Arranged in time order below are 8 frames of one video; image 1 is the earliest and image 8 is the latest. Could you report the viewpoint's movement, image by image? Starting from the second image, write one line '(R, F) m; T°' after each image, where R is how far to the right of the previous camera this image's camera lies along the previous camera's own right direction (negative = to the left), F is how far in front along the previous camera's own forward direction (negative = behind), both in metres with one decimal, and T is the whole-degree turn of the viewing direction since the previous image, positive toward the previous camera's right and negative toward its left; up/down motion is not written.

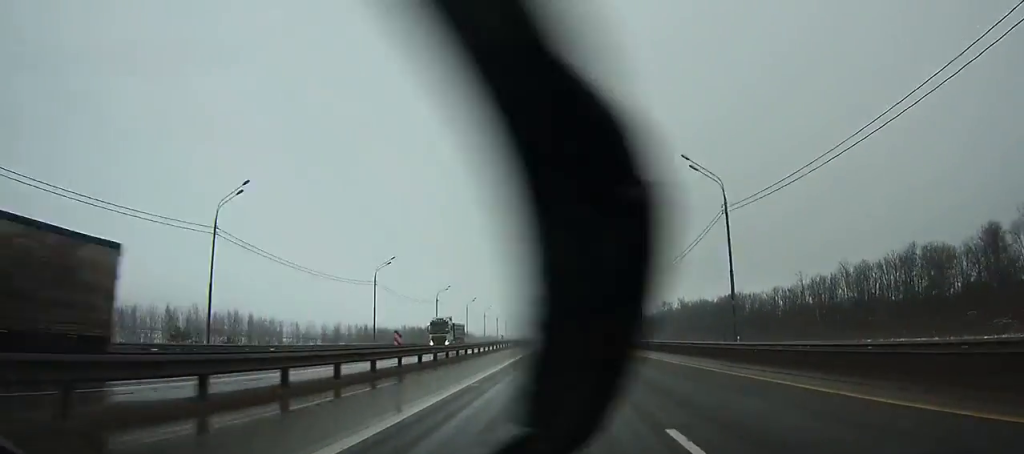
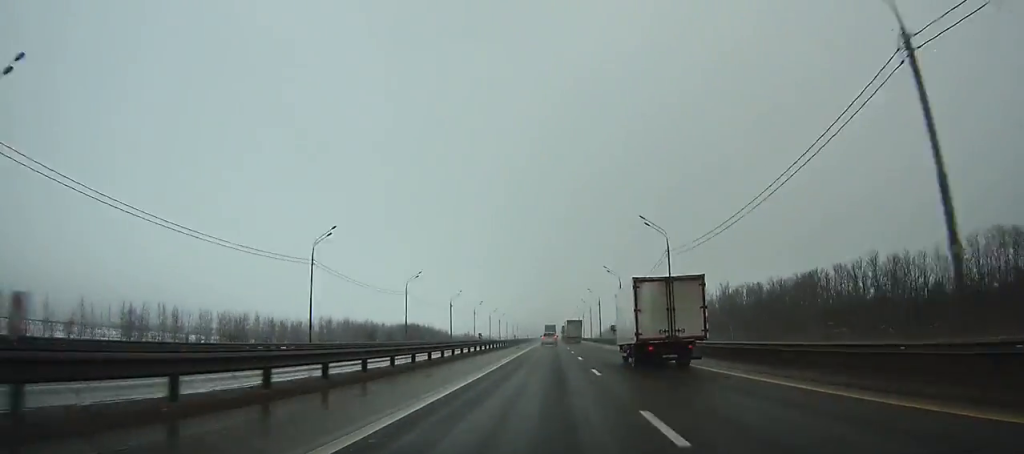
(+0.3, +93.5) m; 0°
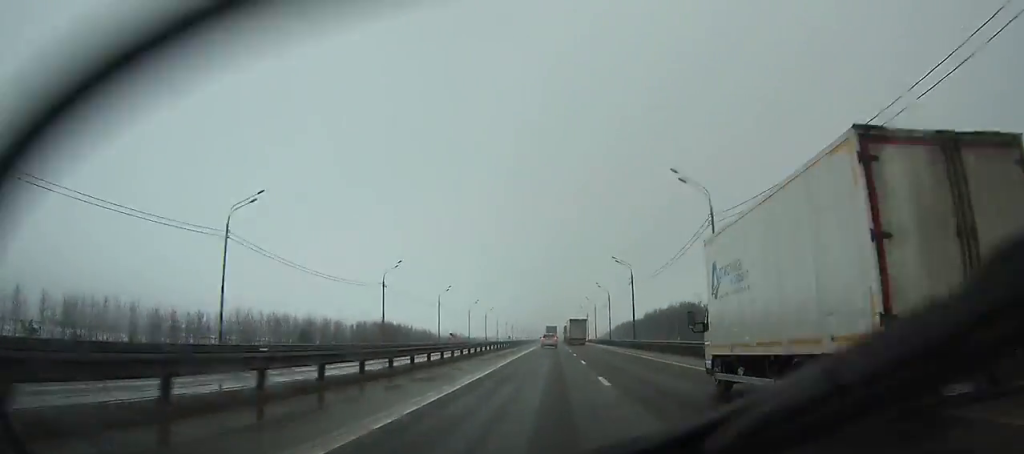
(0.0, +51.0) m; 0°
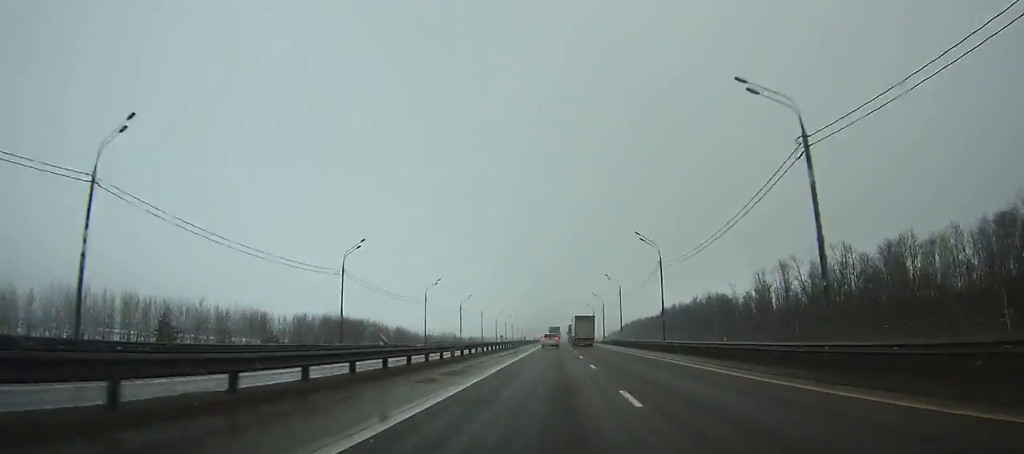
(0.0, +51.3) m; 0°
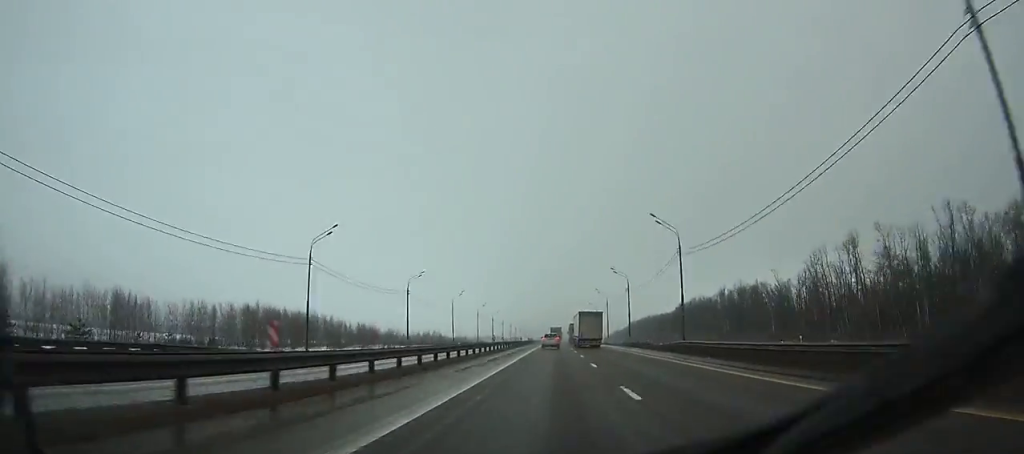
(-0.1, +46.6) m; 0°
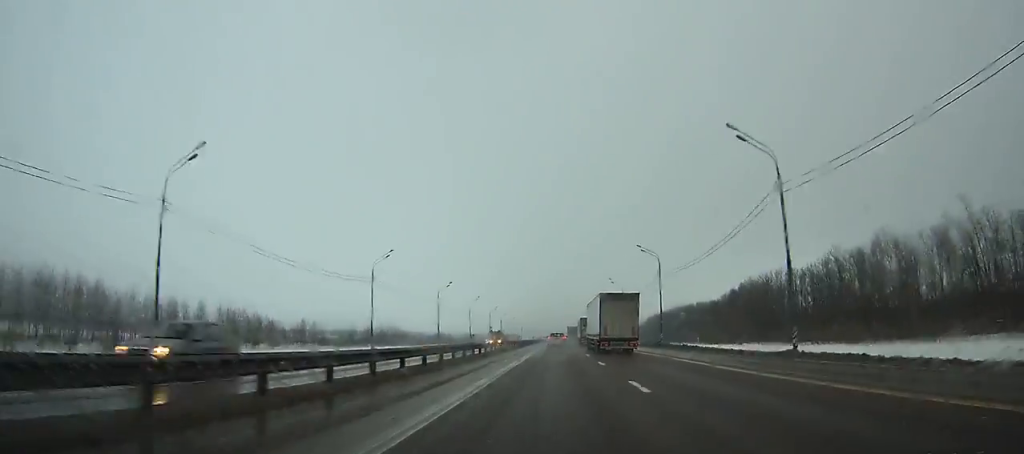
(-0.2, +94.1) m; 0°
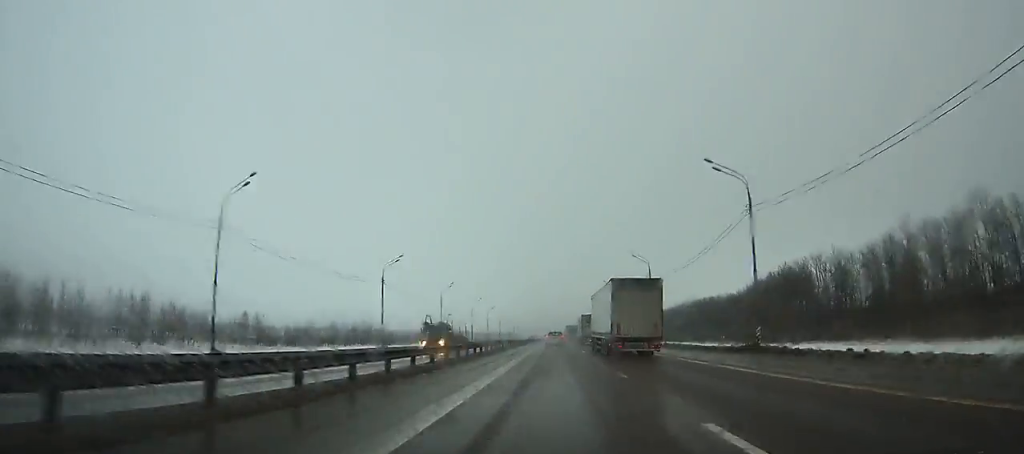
(+0.1, +31.8) m; 0°
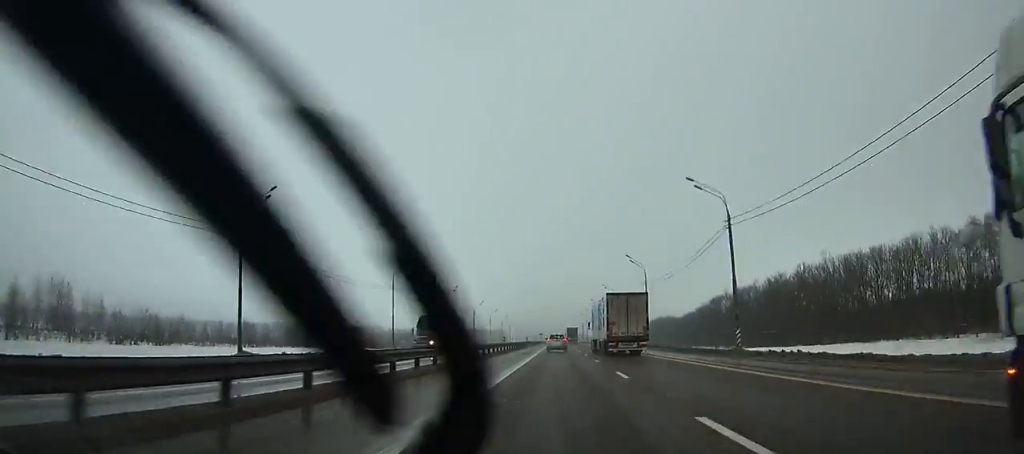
(+0.2, +144.8) m; 0°
